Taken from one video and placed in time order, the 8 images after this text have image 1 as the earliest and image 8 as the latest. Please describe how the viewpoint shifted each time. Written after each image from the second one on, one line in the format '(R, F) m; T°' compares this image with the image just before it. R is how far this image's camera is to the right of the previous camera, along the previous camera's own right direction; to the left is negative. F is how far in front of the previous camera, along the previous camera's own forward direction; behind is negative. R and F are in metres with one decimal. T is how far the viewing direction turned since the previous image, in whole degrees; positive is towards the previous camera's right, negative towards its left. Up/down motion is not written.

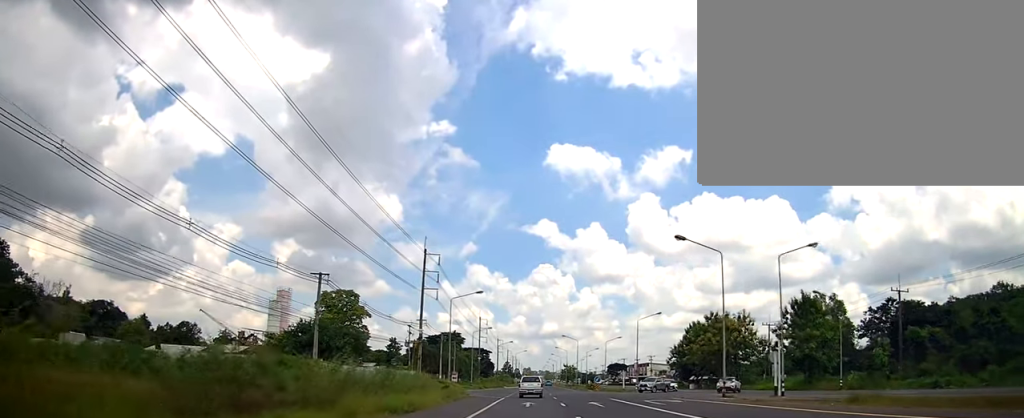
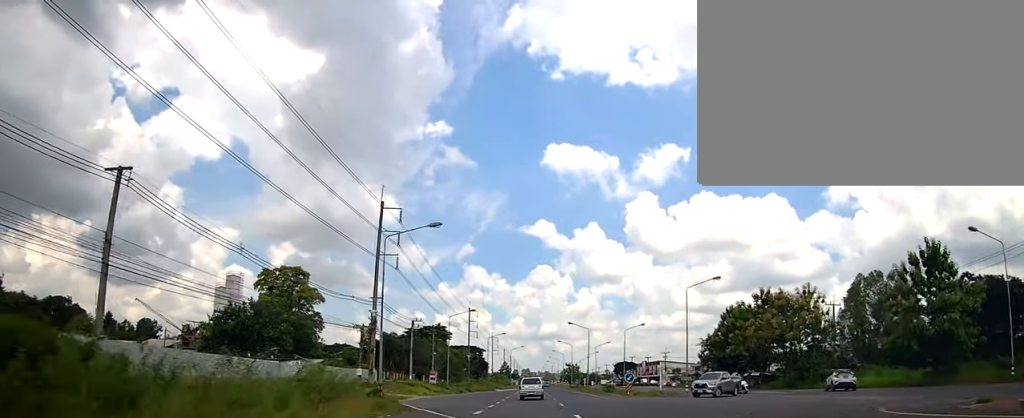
(+0.1, +23.2) m; 0°
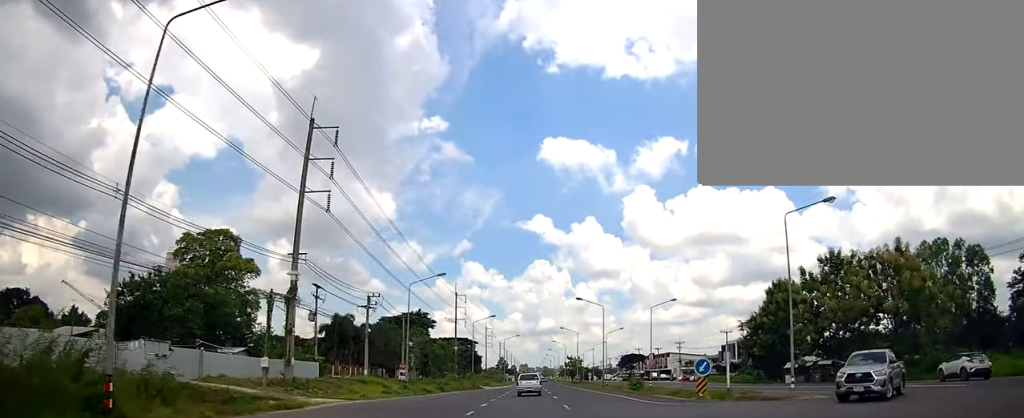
(0.0, +19.6) m; +1°
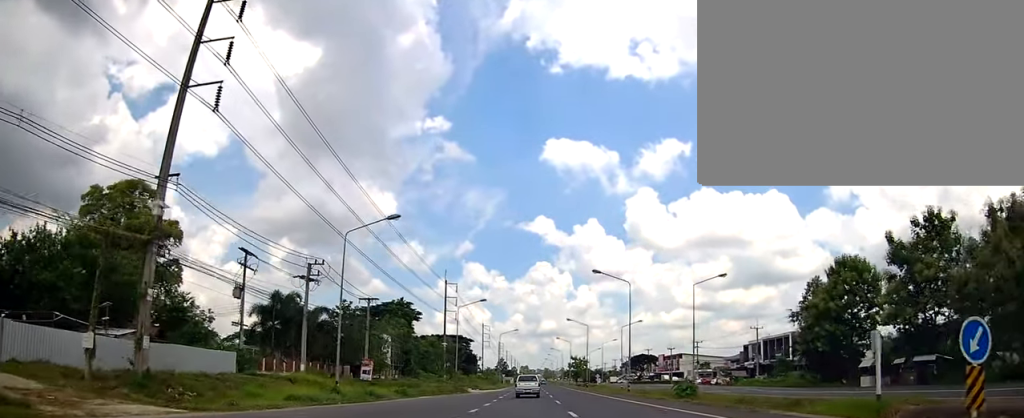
(+0.2, +16.0) m; 0°
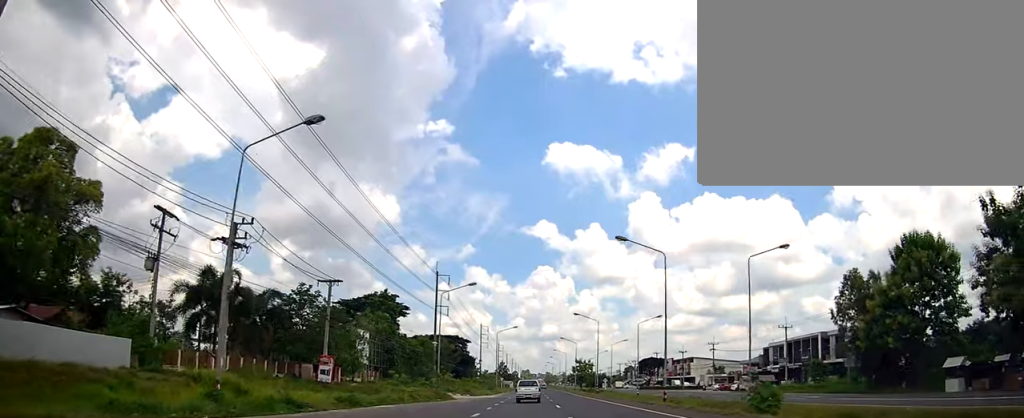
(0.0, +11.6) m; 0°
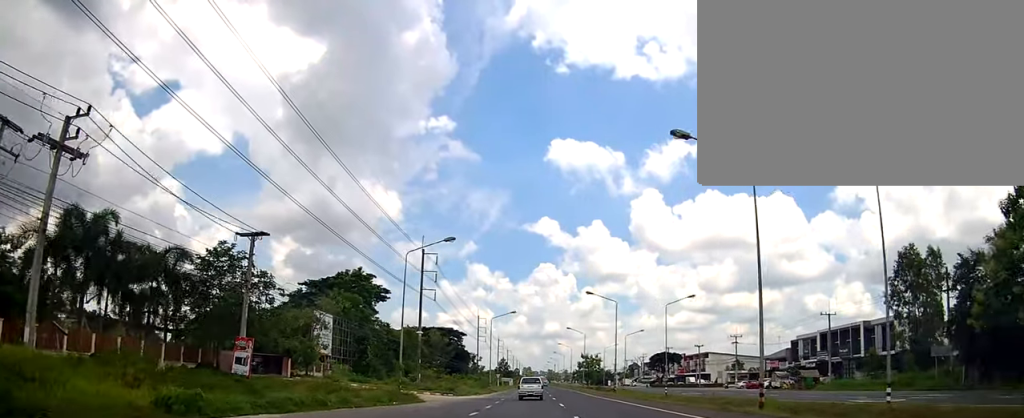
(-0.2, +13.9) m; 0°
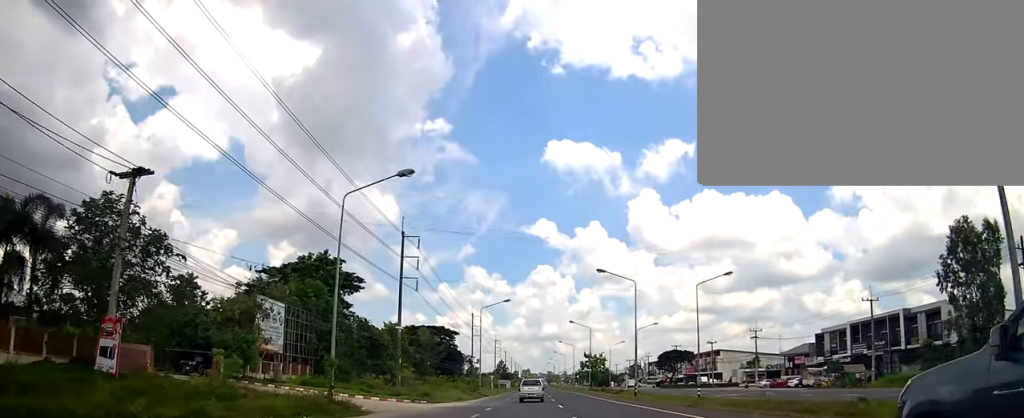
(+0.1, +11.6) m; 0°
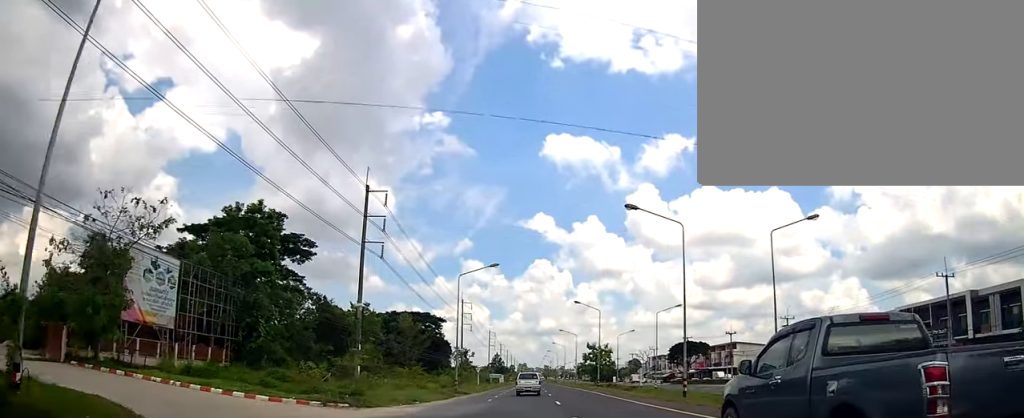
(-0.1, +15.0) m; -1°
